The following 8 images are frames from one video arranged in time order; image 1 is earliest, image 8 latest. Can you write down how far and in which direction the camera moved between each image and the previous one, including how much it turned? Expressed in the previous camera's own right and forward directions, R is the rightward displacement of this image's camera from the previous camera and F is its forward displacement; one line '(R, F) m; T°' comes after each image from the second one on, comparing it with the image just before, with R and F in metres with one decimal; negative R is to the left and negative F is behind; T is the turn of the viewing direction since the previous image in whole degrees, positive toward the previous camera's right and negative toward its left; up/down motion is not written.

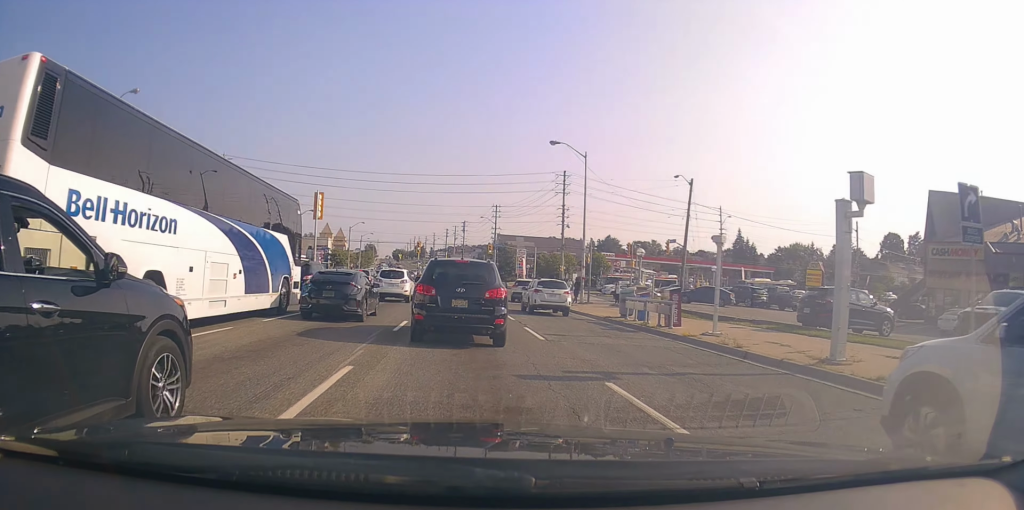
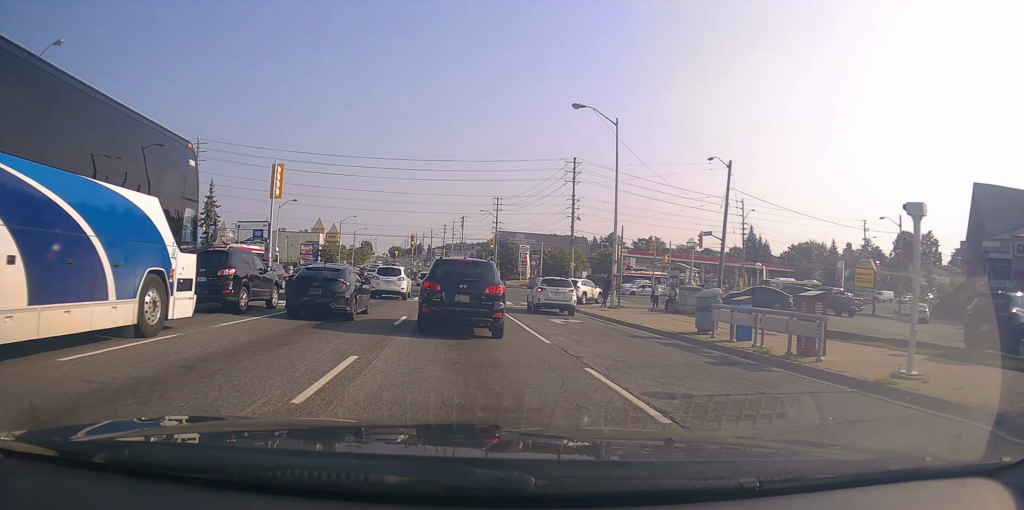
(-0.5, +7.5) m; 0°
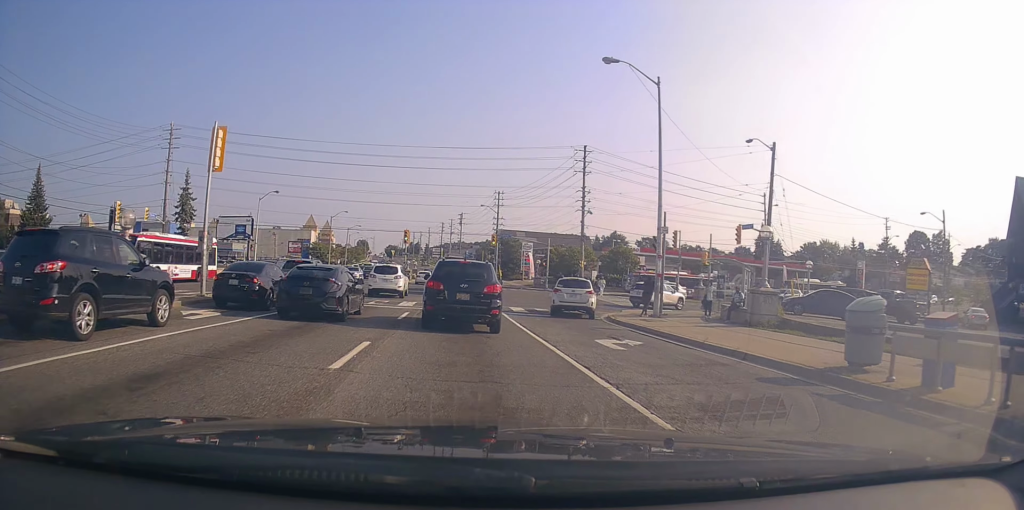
(+0.3, +6.7) m; +3°
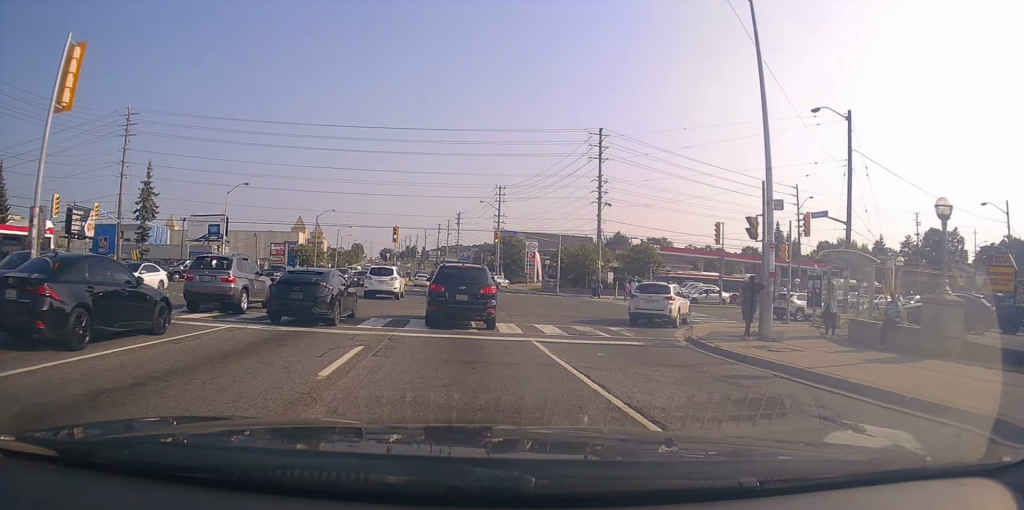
(-0.1, +8.7) m; -2°
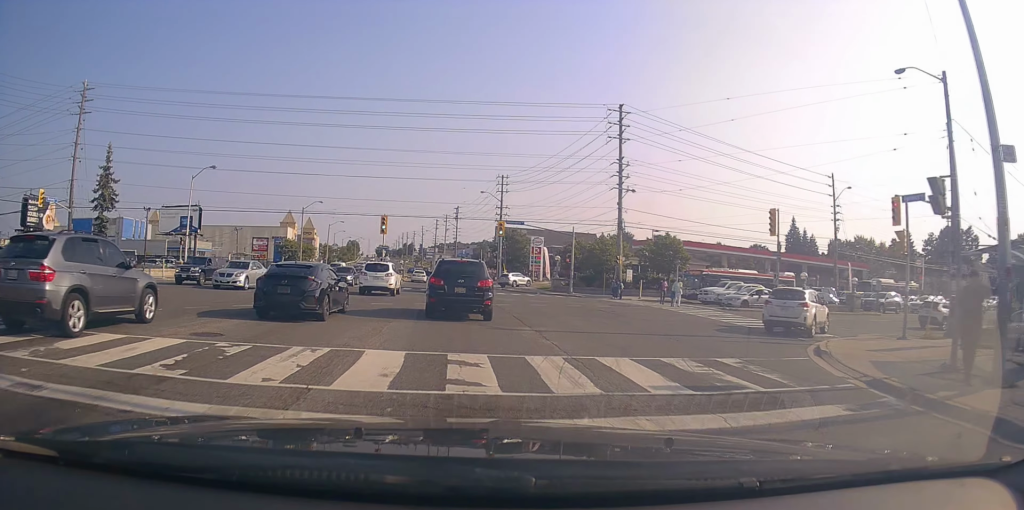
(-0.2, +7.4) m; -1°
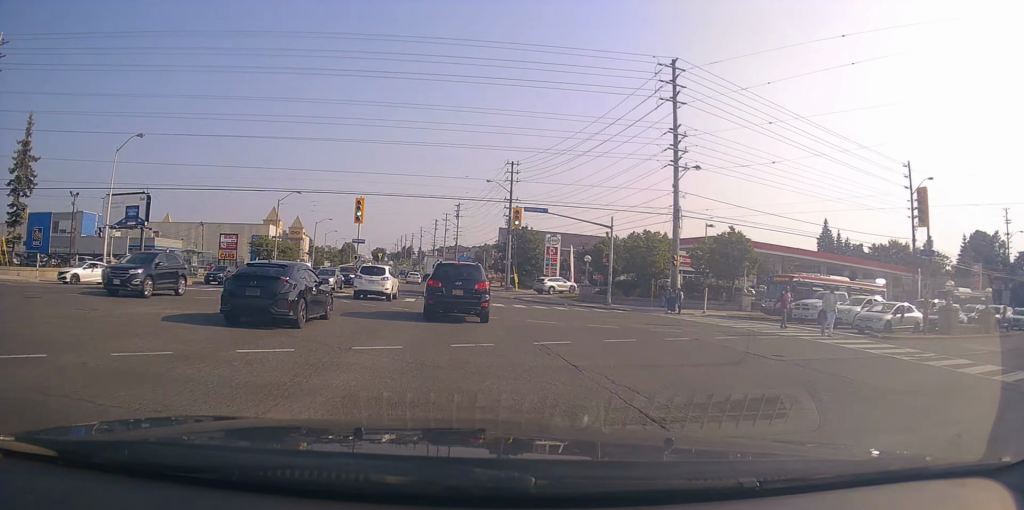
(+0.1, +12.7) m; +1°
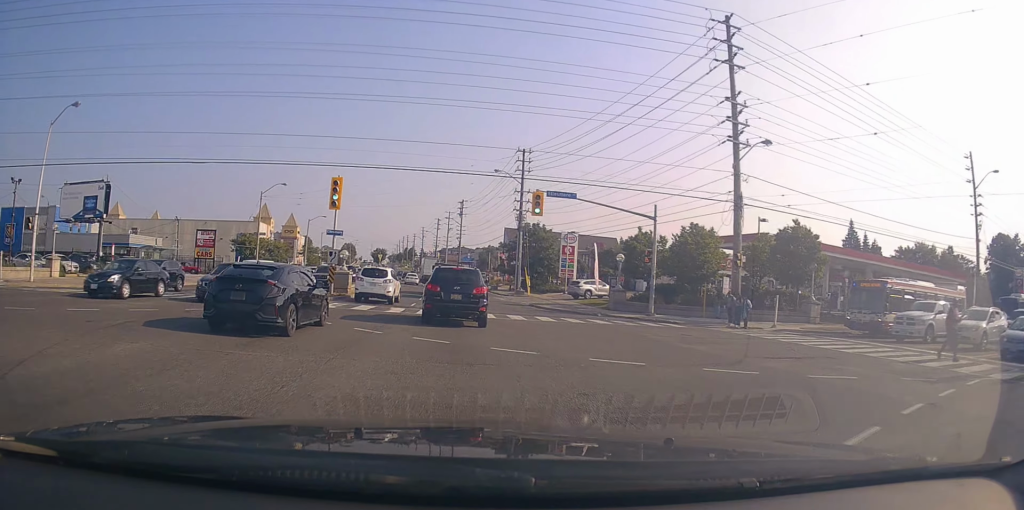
(+0.1, +8.6) m; 0°
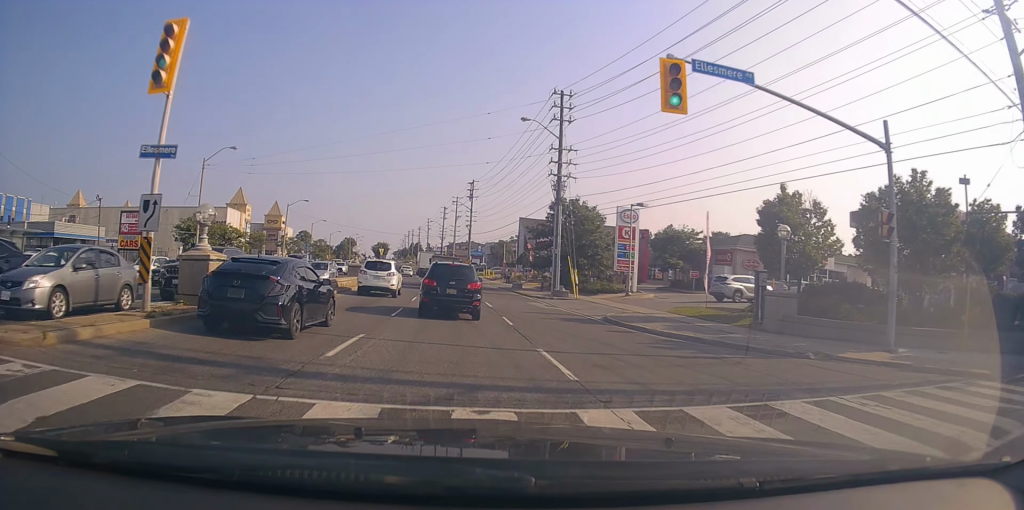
(+0.3, +19.3) m; +1°
